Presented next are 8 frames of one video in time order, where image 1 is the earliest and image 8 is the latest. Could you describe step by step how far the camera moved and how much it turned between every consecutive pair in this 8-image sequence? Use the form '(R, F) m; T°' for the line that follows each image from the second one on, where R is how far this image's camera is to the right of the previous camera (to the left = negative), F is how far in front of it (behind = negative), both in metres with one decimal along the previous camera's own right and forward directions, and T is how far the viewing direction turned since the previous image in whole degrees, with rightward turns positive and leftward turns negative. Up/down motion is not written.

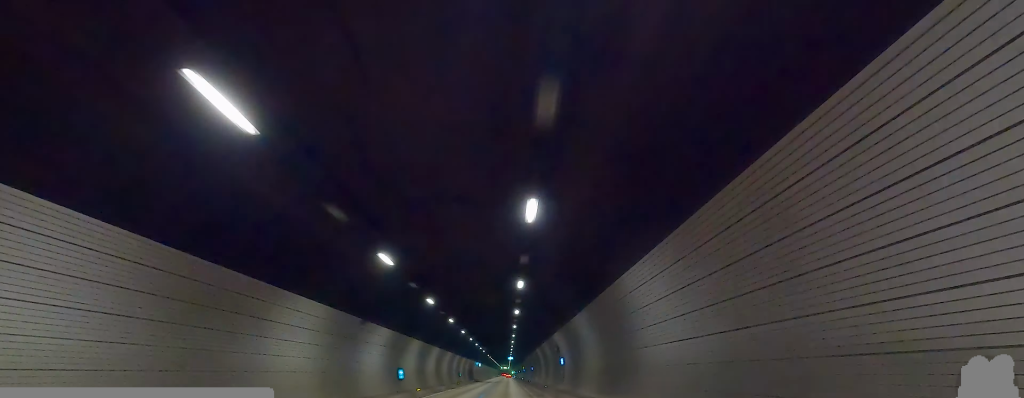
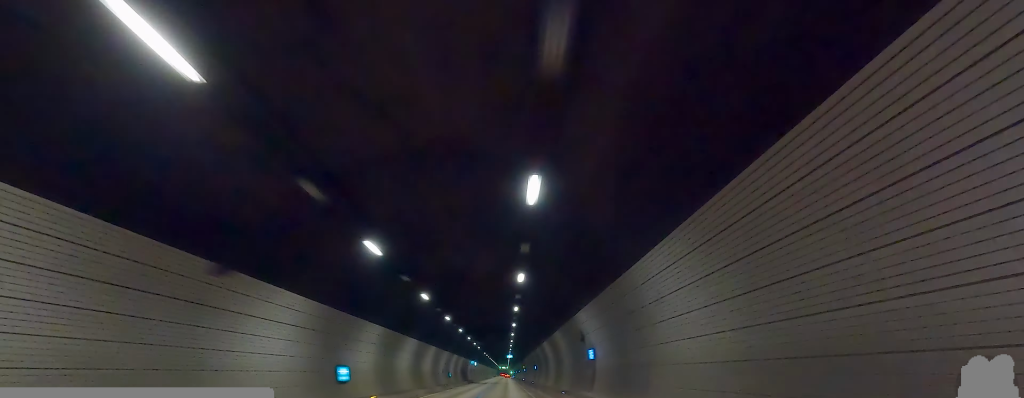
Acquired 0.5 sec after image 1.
(0.0, +12.3) m; -1°
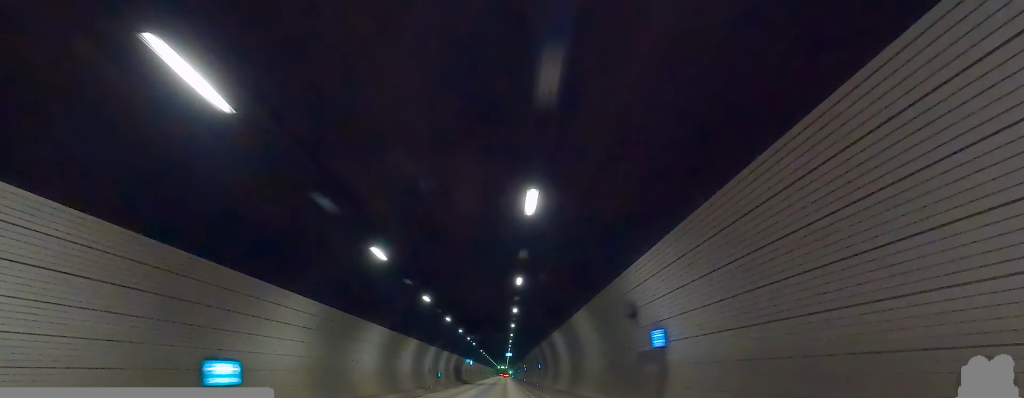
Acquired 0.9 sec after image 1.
(+0.2, +9.8) m; -1°
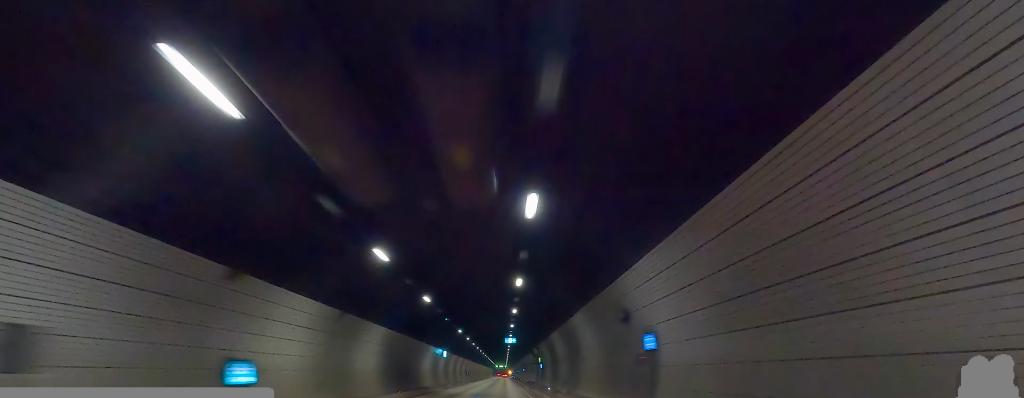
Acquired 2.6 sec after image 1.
(-0.6, +42.3) m; +1°
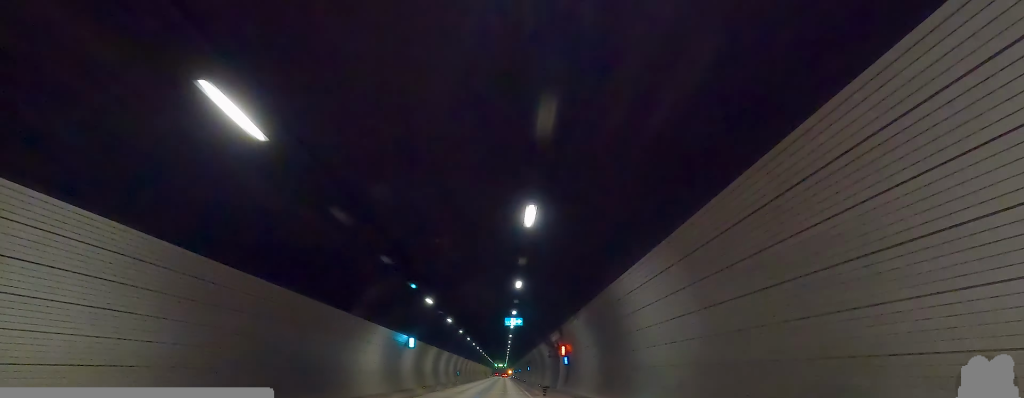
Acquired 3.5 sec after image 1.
(+0.3, +20.2) m; 0°
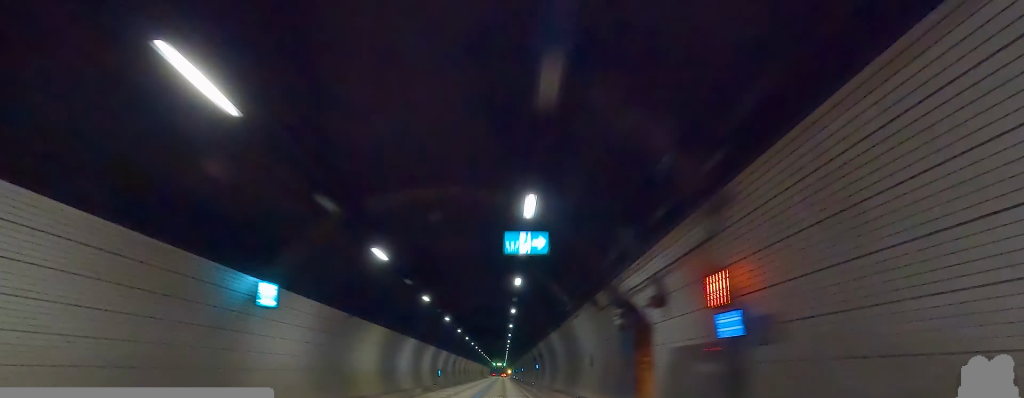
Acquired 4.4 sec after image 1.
(-0.2, +21.9) m; -1°
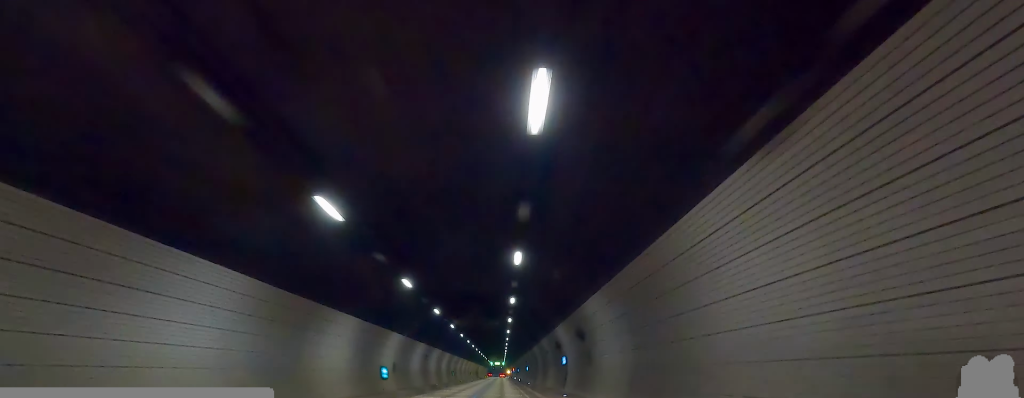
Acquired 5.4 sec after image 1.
(-0.3, +26.0) m; +1°
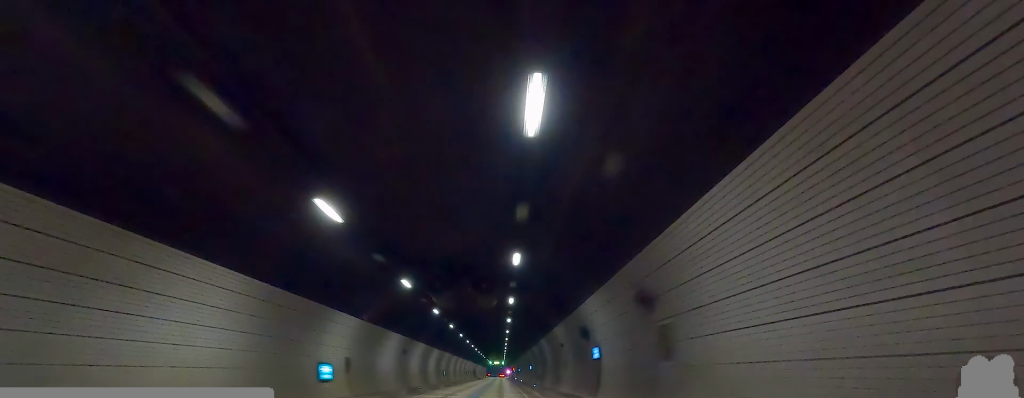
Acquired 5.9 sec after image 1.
(+0.2, +10.5) m; +1°
